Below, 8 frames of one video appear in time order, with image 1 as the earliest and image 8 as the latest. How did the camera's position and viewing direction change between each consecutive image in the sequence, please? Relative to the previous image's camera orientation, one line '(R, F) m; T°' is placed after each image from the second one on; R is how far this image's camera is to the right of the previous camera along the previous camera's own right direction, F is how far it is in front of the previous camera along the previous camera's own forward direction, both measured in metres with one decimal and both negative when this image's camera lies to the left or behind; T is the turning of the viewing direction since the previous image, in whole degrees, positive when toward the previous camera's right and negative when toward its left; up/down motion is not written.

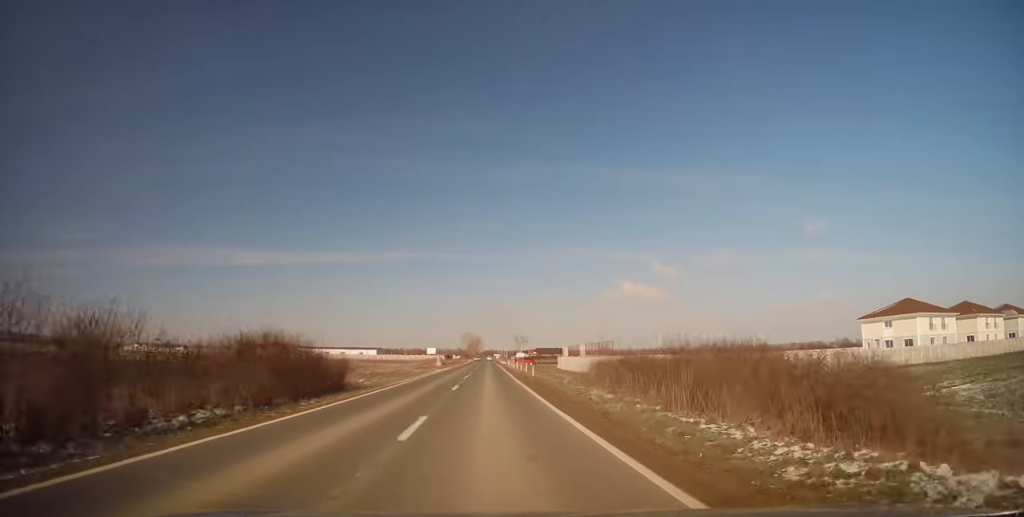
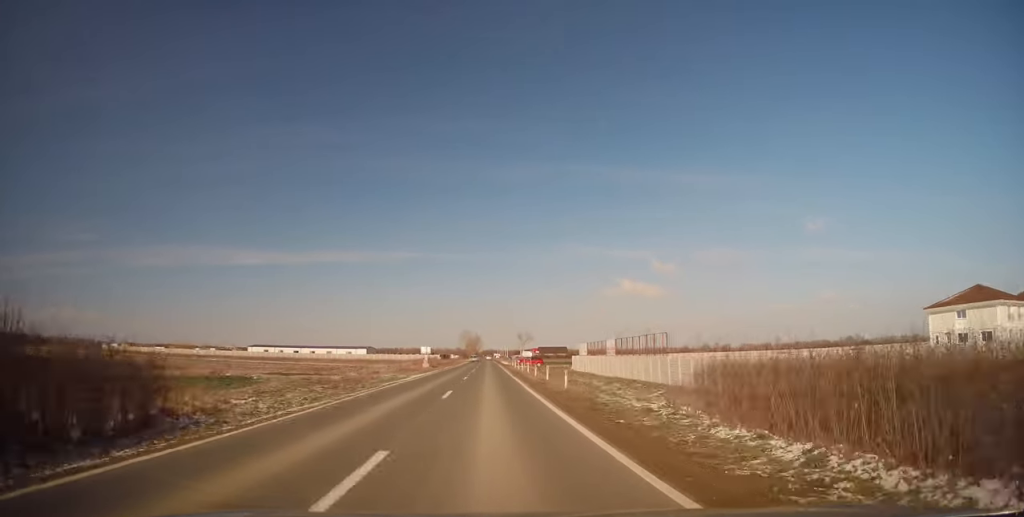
(+0.1, +16.2) m; -1°
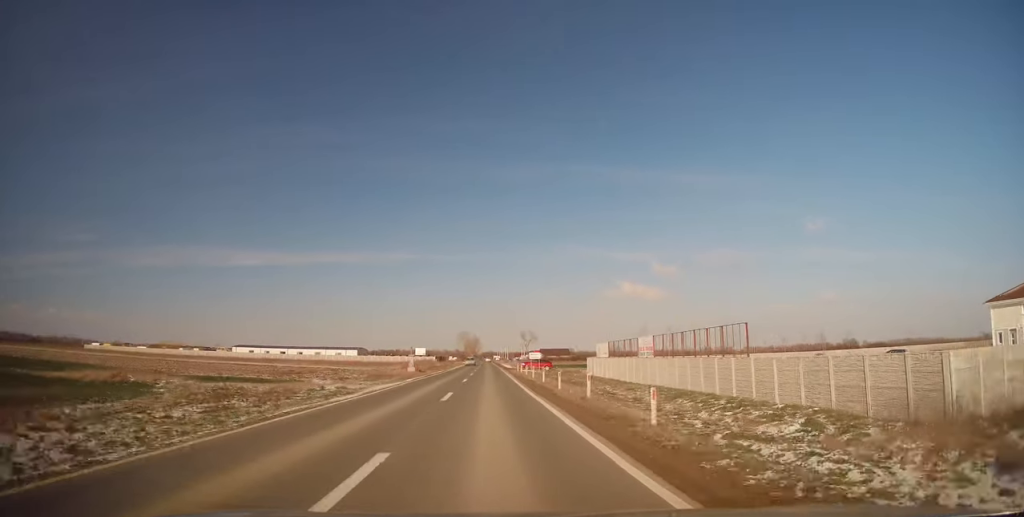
(-0.1, +12.2) m; 0°
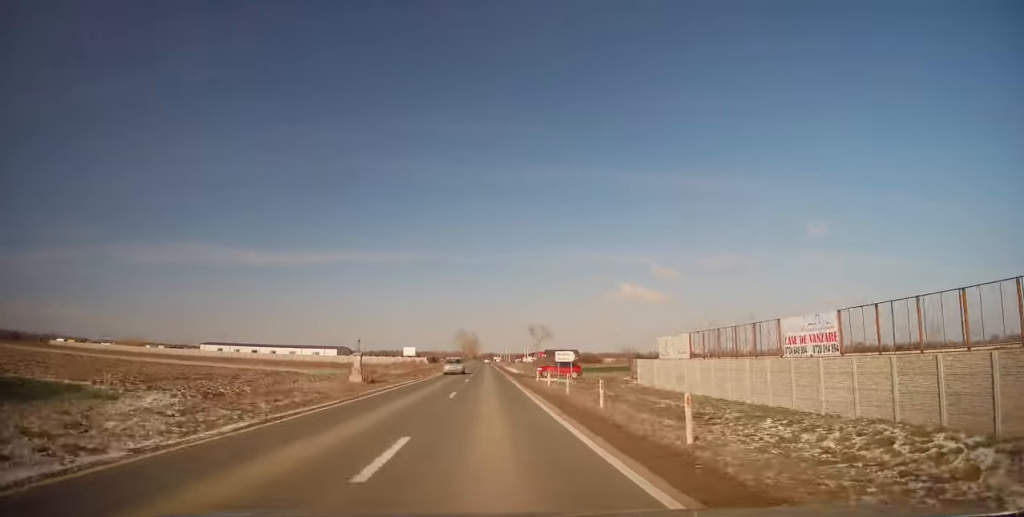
(-0.1, +22.8) m; 0°
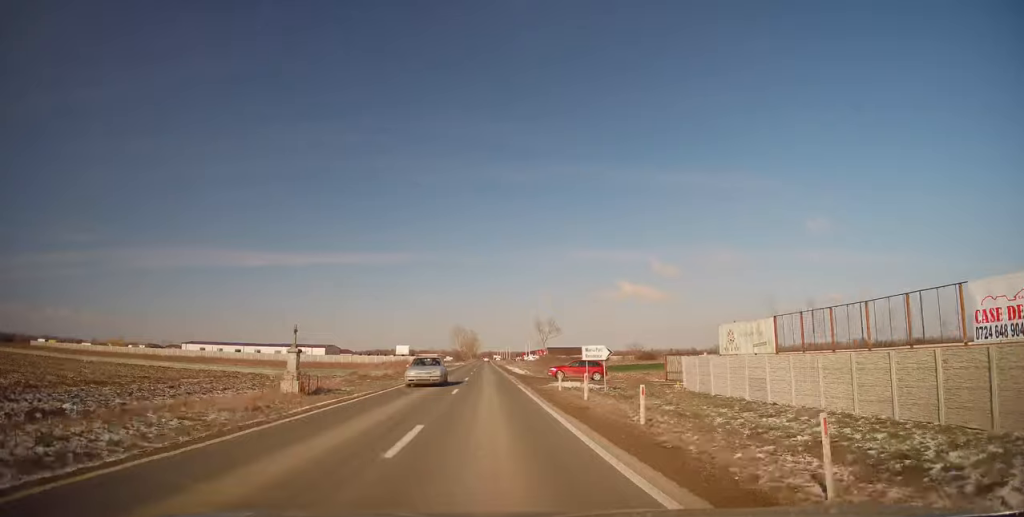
(+0.2, +10.6) m; 0°
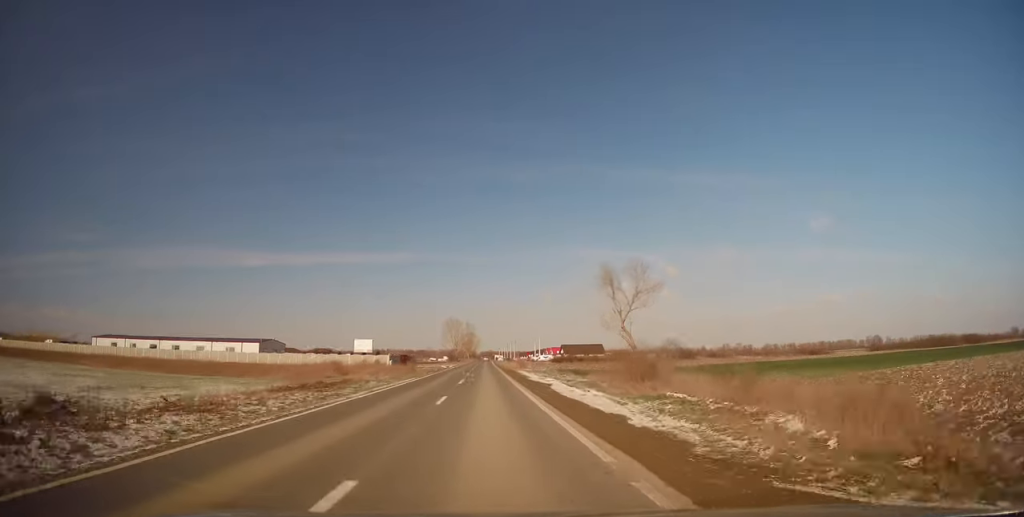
(-0.3, +40.5) m; 0°
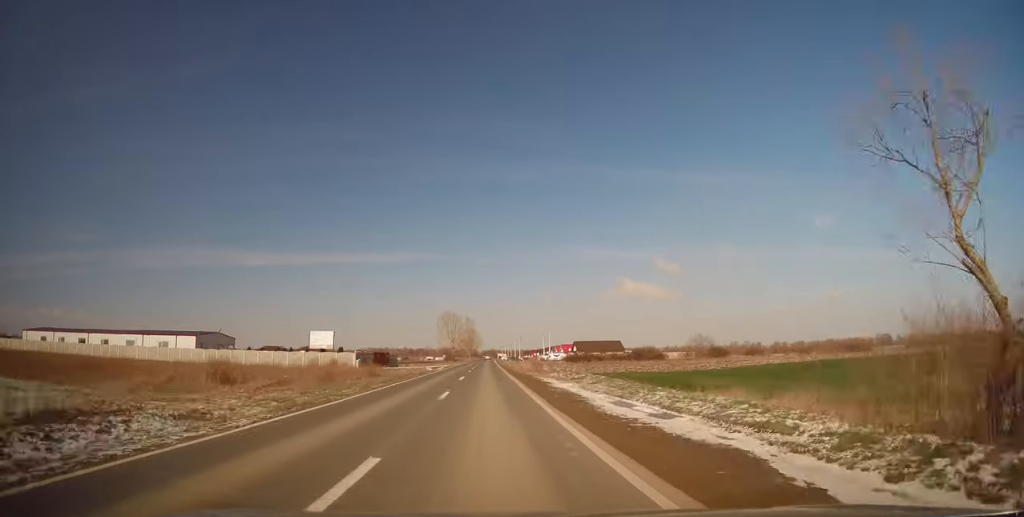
(+0.1, +22.6) m; 0°
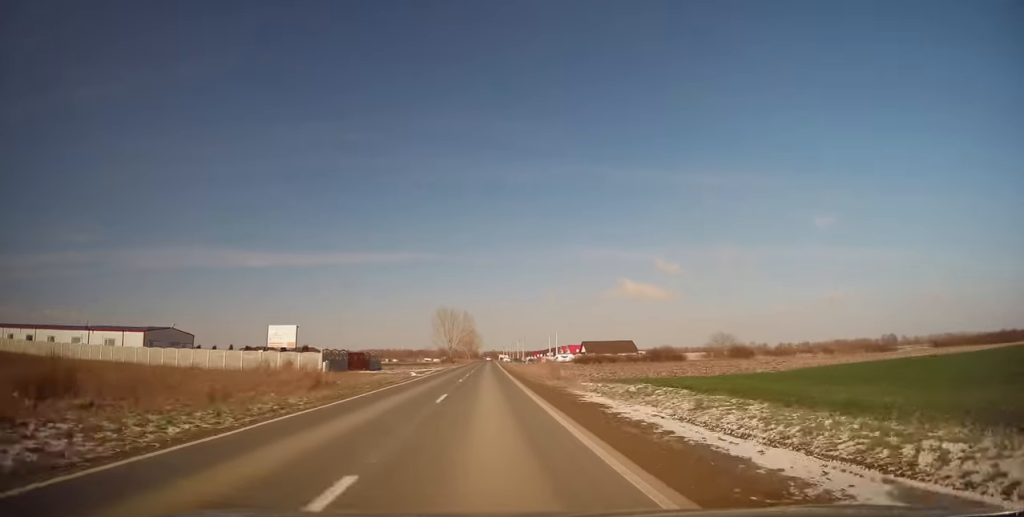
(+0.3, +12.8) m; 0°
